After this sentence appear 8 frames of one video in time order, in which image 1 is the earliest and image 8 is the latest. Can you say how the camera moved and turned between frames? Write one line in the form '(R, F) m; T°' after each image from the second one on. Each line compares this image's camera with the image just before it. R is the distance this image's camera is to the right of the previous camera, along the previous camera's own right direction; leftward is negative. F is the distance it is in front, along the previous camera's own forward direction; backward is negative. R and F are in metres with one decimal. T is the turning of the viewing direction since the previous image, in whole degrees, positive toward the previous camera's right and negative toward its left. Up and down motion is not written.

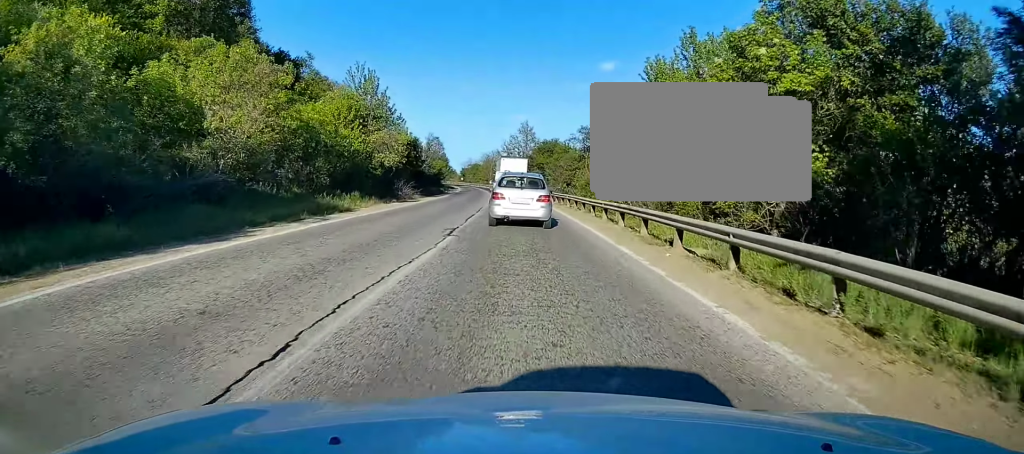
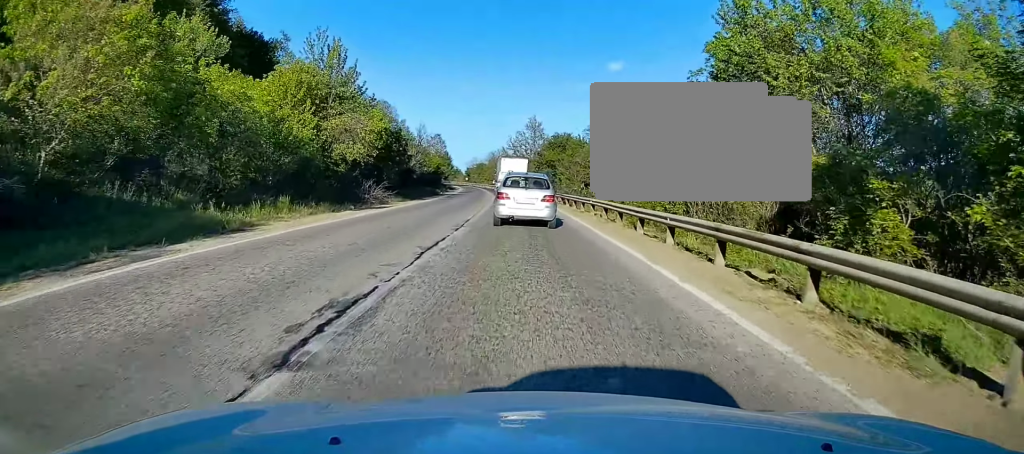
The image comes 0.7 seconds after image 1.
(0.0, +10.5) m; -1°
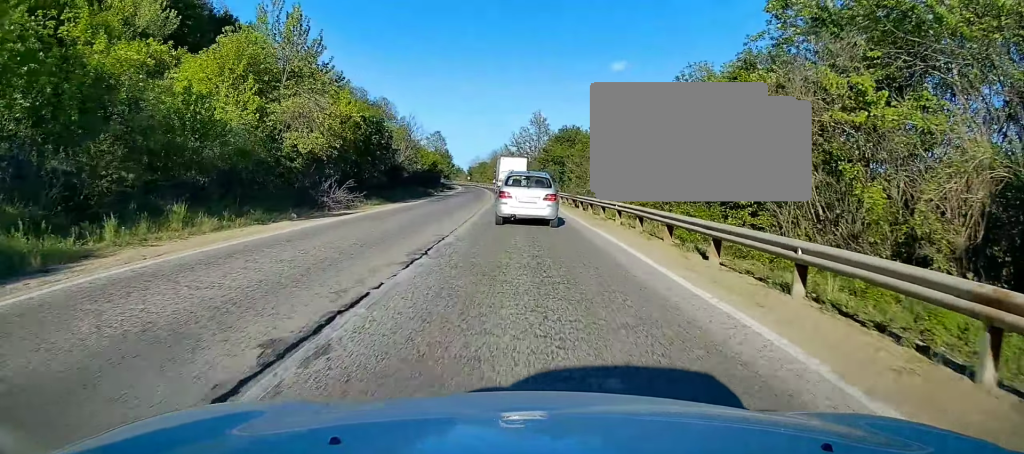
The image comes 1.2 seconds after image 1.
(0.0, +7.2) m; -1°
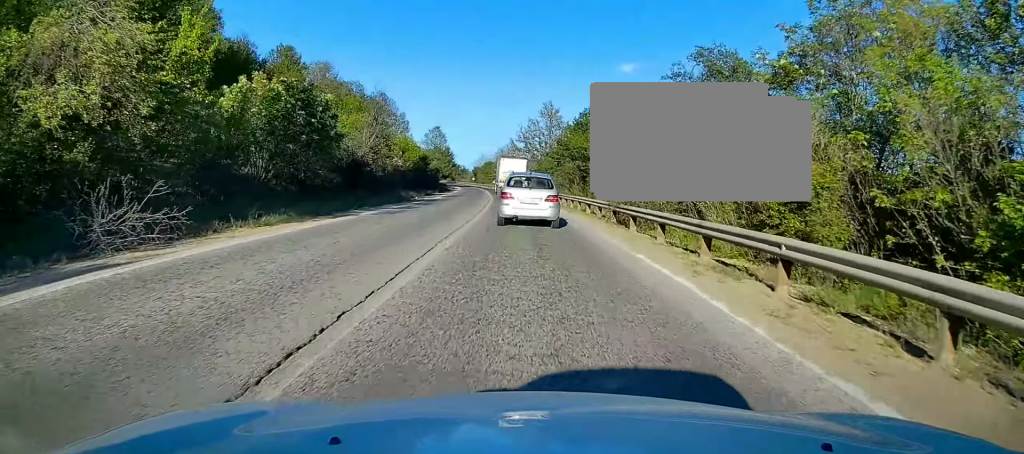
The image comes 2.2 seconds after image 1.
(-0.3, +14.5) m; -1°
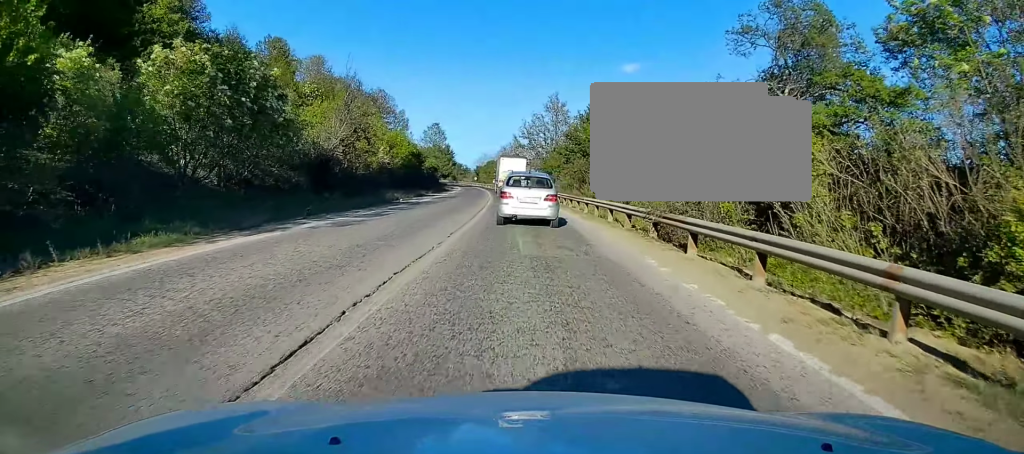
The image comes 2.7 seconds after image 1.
(0.0, +6.8) m; 0°
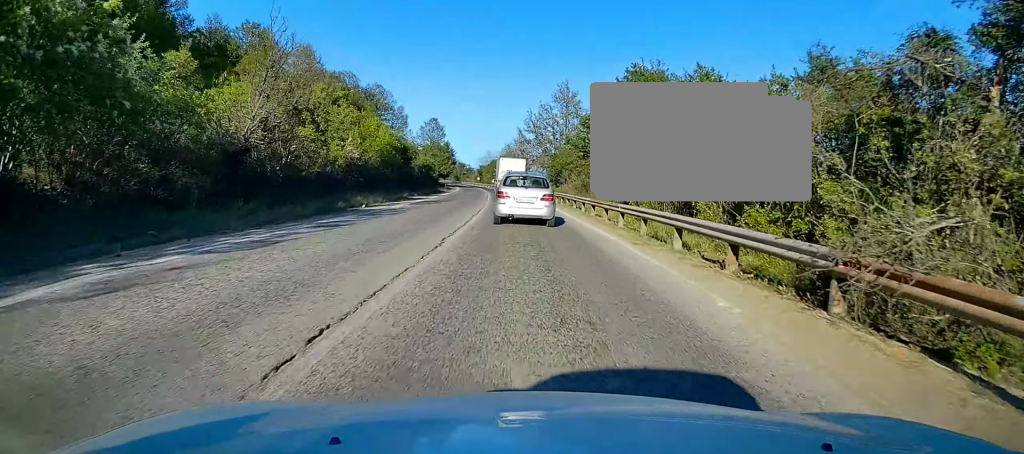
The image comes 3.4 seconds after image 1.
(0.0, +10.2) m; 0°
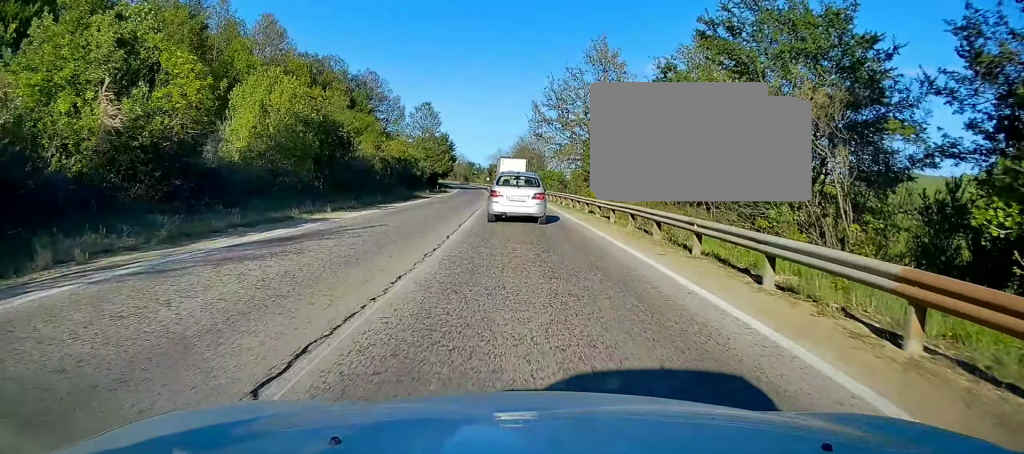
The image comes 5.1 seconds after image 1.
(0.0, +24.3) m; -2°
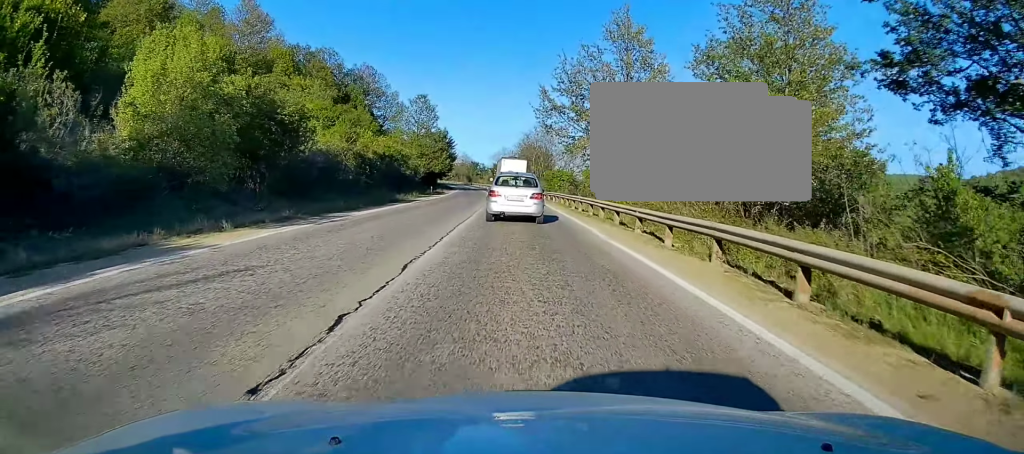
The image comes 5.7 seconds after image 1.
(-0.3, +8.7) m; -1°
